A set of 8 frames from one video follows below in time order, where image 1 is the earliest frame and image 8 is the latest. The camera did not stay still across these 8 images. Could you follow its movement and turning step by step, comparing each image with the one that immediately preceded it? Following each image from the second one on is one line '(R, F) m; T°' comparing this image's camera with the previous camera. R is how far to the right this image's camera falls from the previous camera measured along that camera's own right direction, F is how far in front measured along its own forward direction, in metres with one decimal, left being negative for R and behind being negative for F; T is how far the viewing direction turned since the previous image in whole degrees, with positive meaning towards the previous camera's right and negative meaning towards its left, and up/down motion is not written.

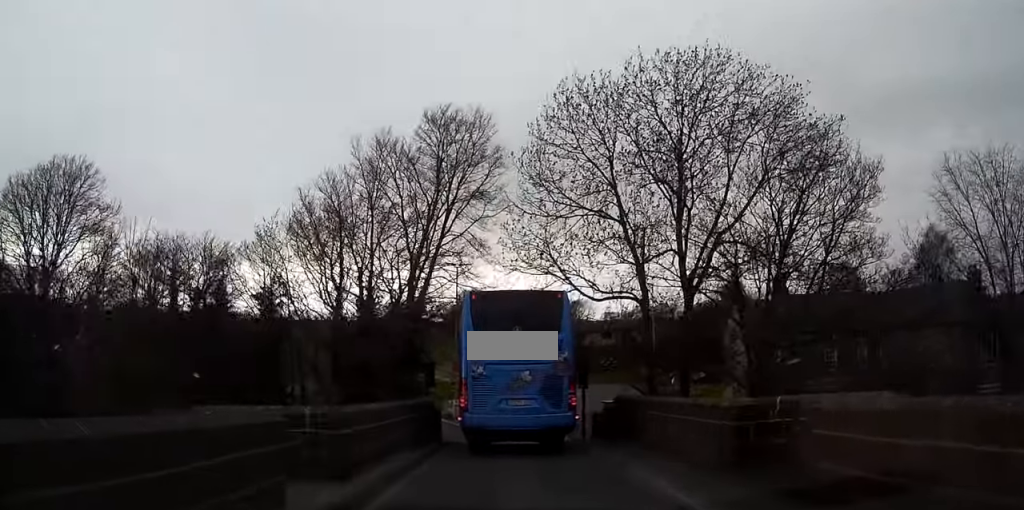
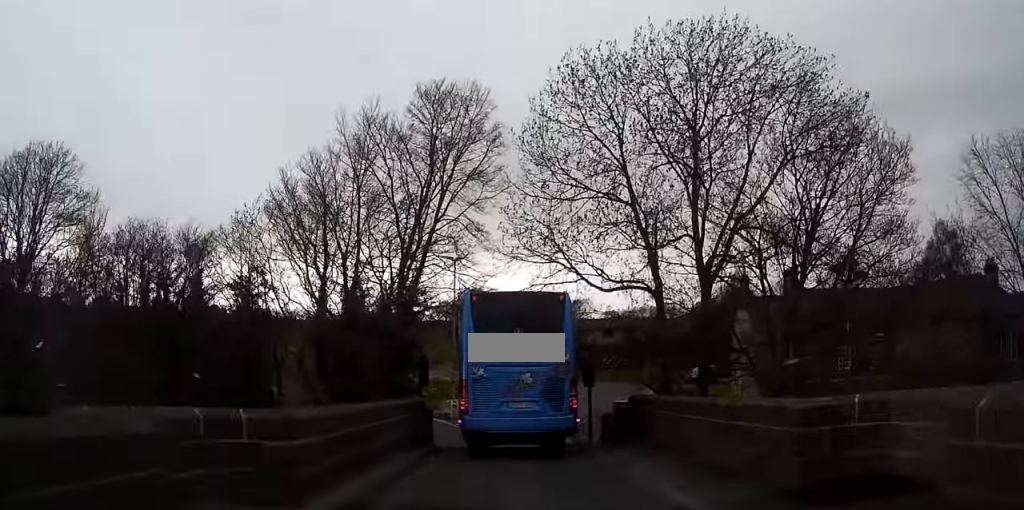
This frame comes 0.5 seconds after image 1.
(0.0, +2.4) m; -1°
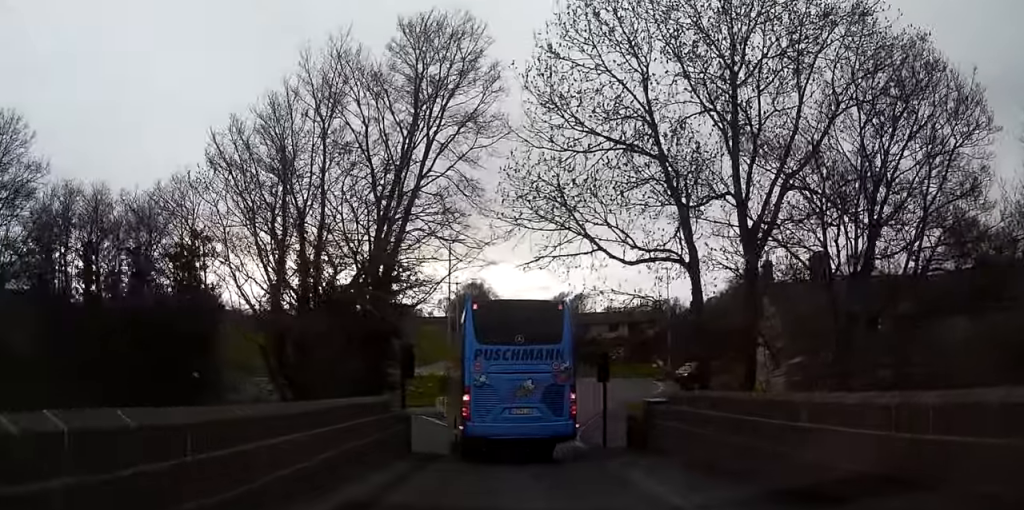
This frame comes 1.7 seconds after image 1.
(0.0, +5.0) m; 0°
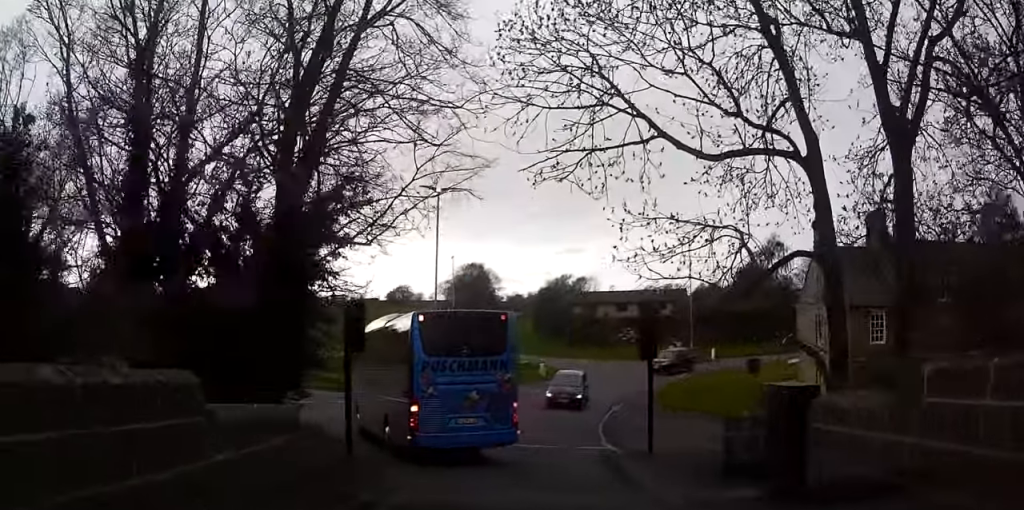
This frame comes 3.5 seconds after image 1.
(0.0, +8.7) m; 0°
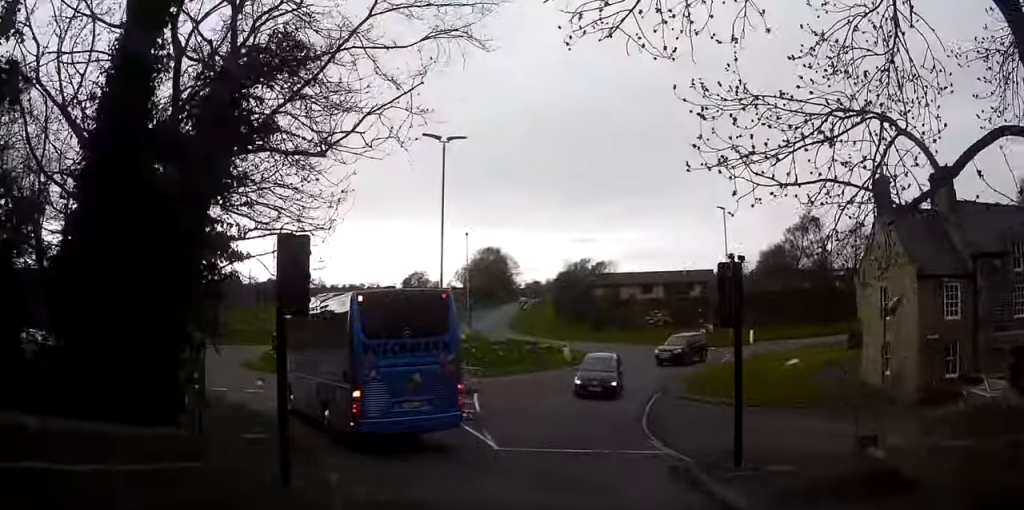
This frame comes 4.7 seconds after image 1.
(0.0, +5.8) m; 0°
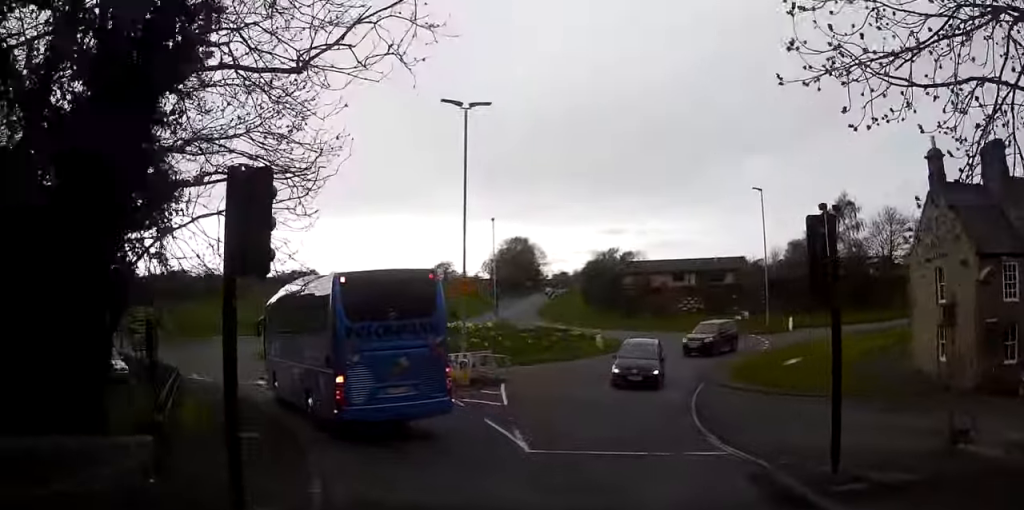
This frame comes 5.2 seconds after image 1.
(0.0, +2.9) m; +1°
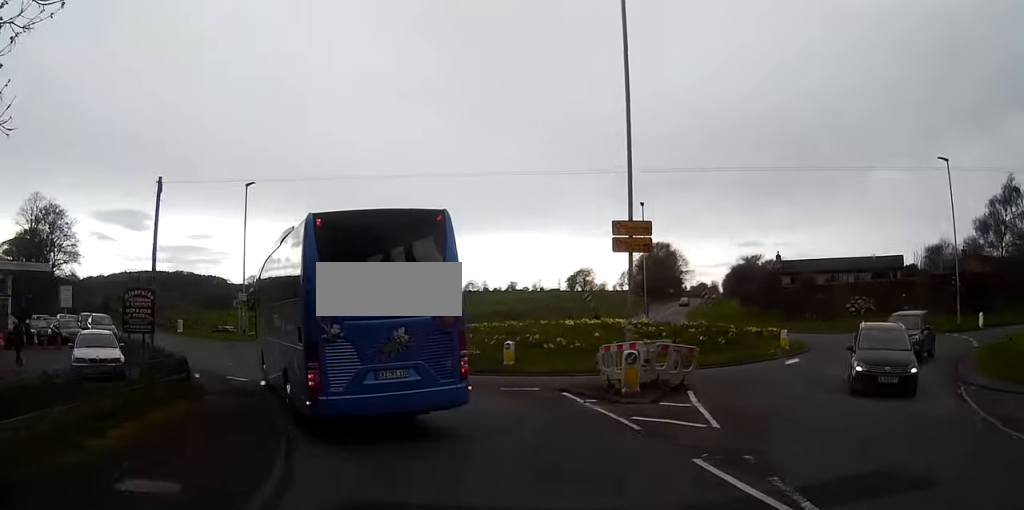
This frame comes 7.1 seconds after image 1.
(+0.5, +9.9) m; -5°
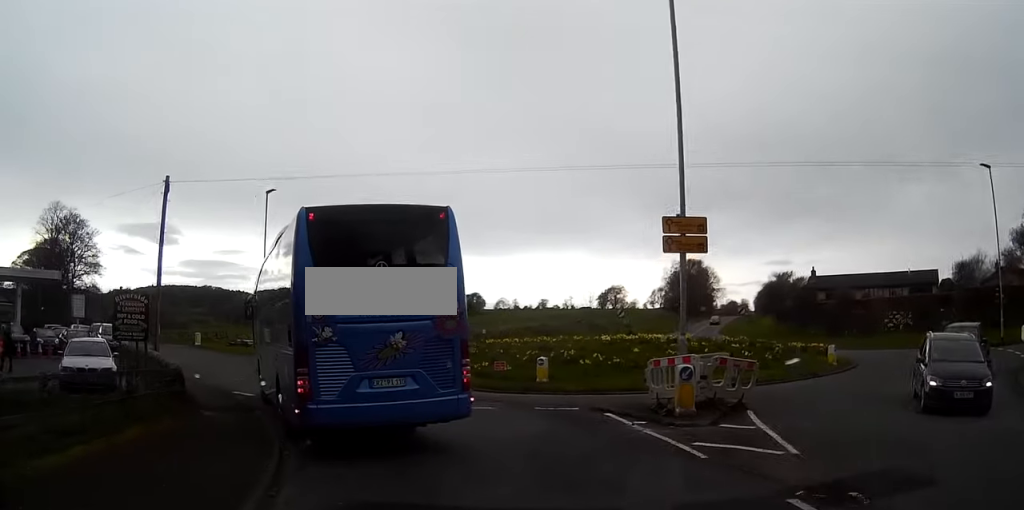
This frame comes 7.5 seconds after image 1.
(-0.4, +2.0) m; -5°
